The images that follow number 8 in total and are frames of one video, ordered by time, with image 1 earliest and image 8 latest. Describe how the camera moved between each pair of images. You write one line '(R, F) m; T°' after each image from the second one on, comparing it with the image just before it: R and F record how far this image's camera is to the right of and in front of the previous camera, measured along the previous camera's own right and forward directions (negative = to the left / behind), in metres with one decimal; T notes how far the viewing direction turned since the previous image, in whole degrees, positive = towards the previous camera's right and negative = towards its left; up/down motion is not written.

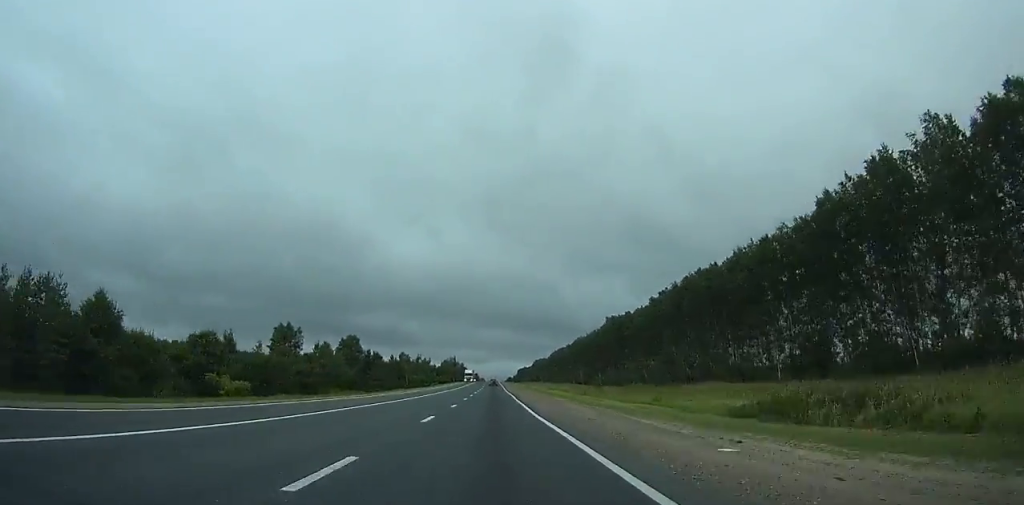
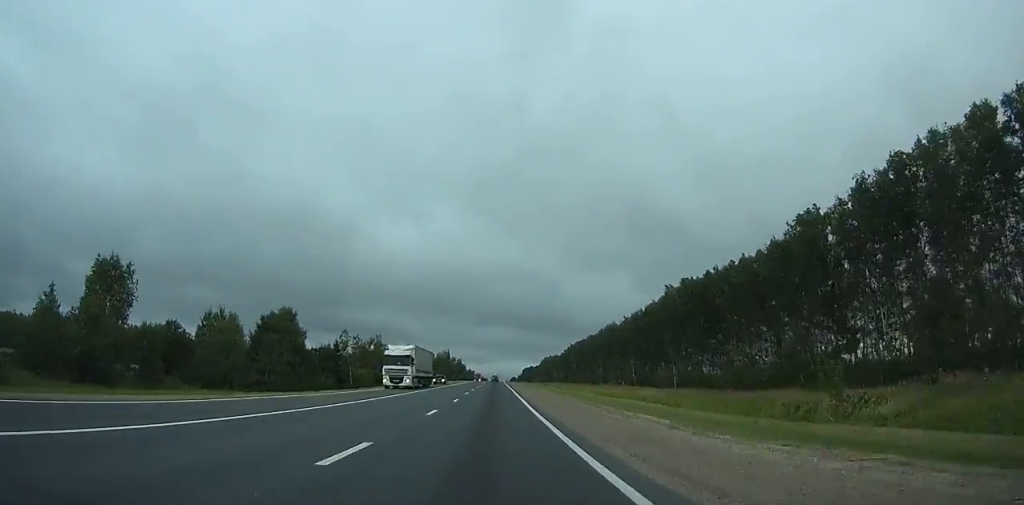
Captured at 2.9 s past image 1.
(+0.3, +69.8) m; 0°
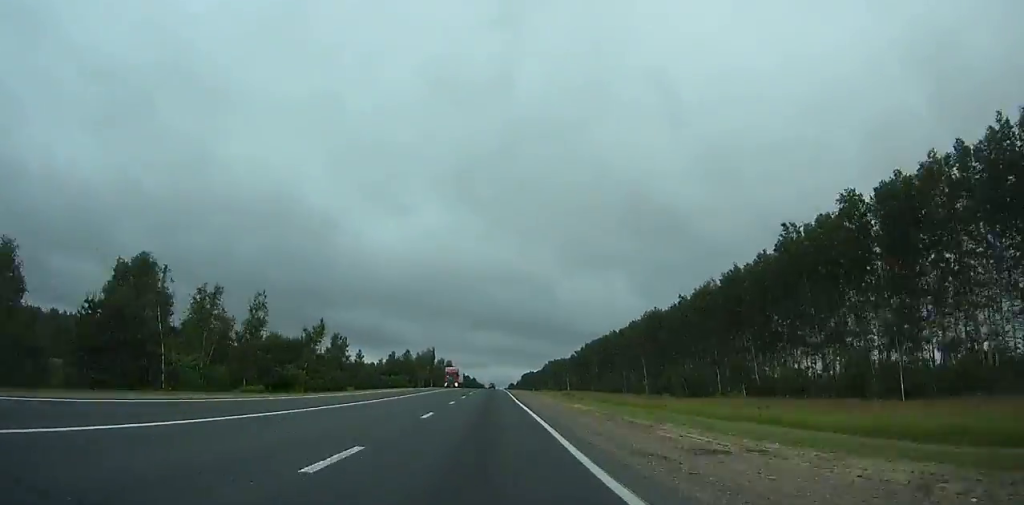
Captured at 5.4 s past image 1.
(+0.1, +60.5) m; 0°
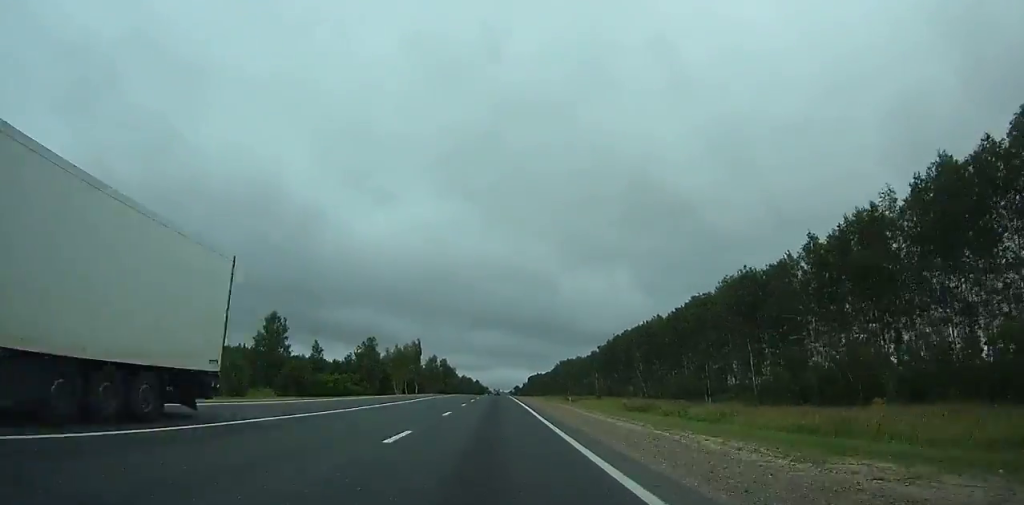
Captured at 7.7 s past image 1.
(0.0, +55.6) m; 0°
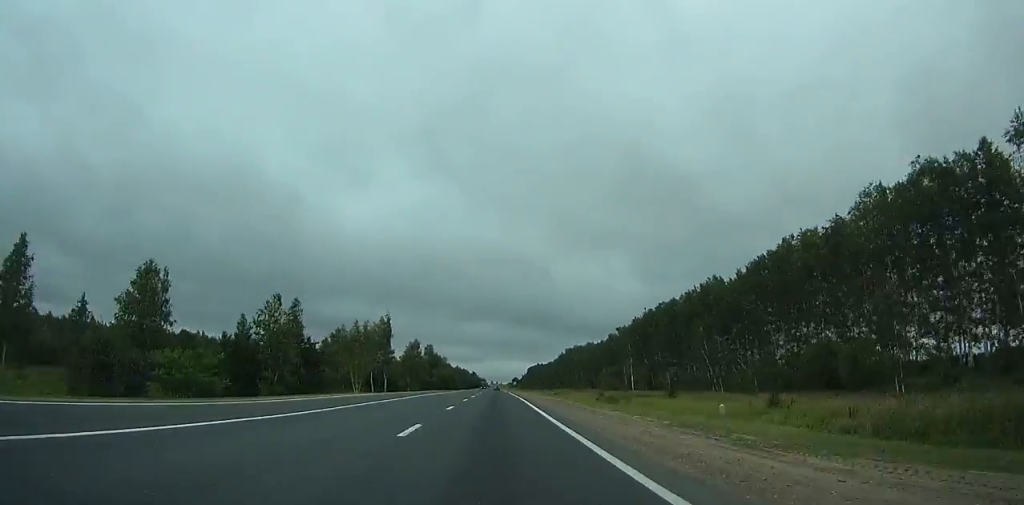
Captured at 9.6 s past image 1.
(0.0, +46.0) m; 0°
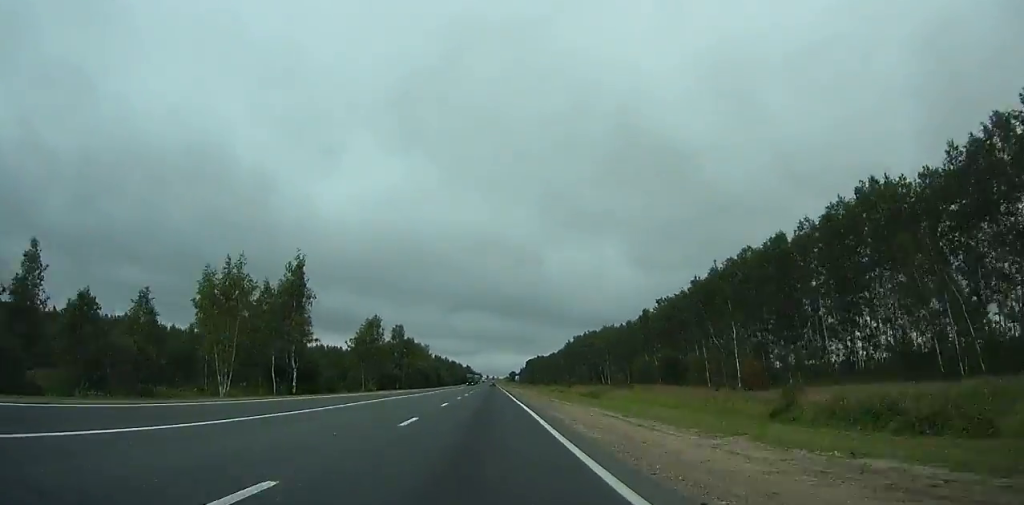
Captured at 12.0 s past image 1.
(-0.1, +58.2) m; 0°
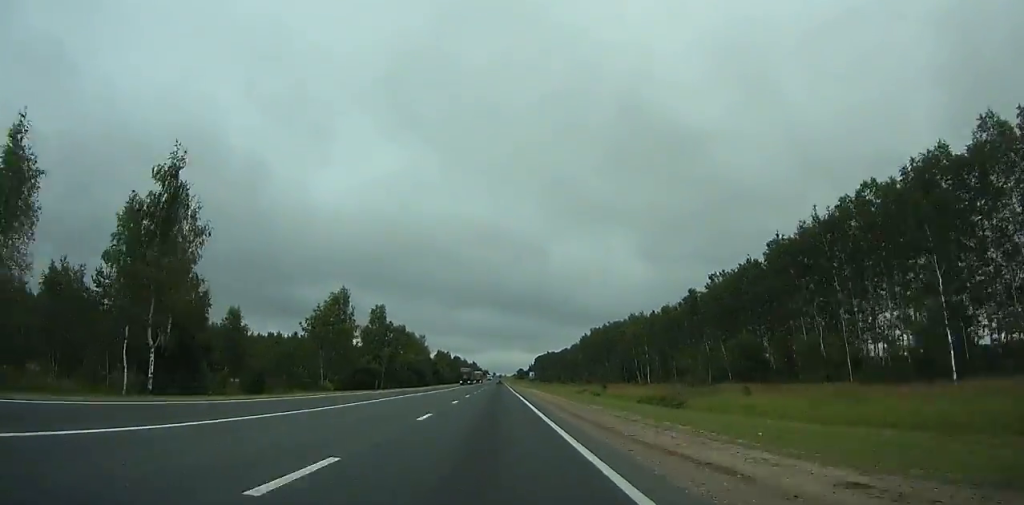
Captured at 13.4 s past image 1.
(0.0, +34.0) m; 0°
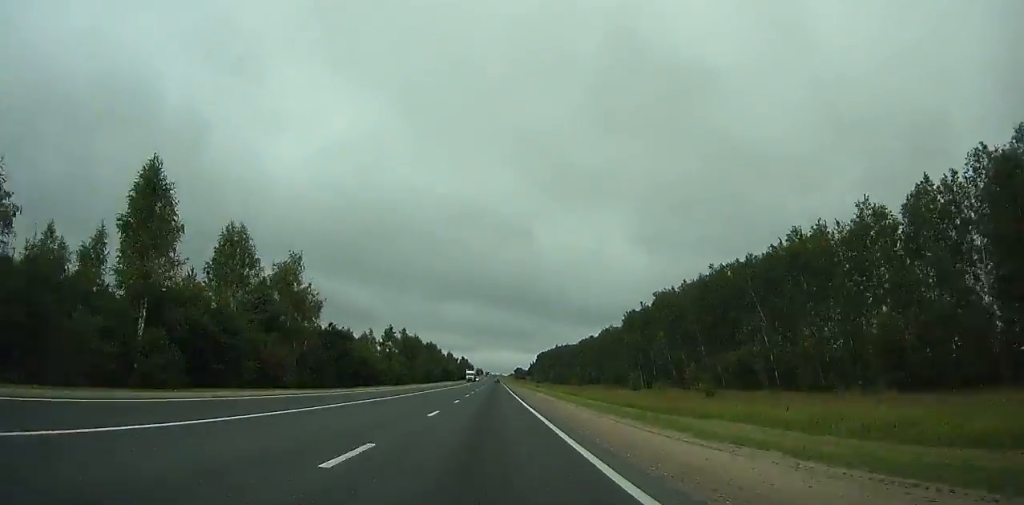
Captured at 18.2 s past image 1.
(-0.3, +117.4) m; 0°
